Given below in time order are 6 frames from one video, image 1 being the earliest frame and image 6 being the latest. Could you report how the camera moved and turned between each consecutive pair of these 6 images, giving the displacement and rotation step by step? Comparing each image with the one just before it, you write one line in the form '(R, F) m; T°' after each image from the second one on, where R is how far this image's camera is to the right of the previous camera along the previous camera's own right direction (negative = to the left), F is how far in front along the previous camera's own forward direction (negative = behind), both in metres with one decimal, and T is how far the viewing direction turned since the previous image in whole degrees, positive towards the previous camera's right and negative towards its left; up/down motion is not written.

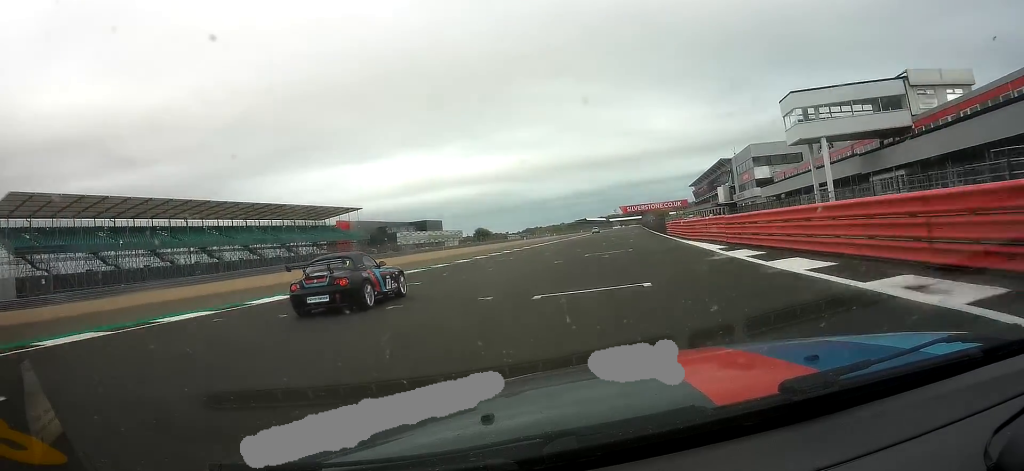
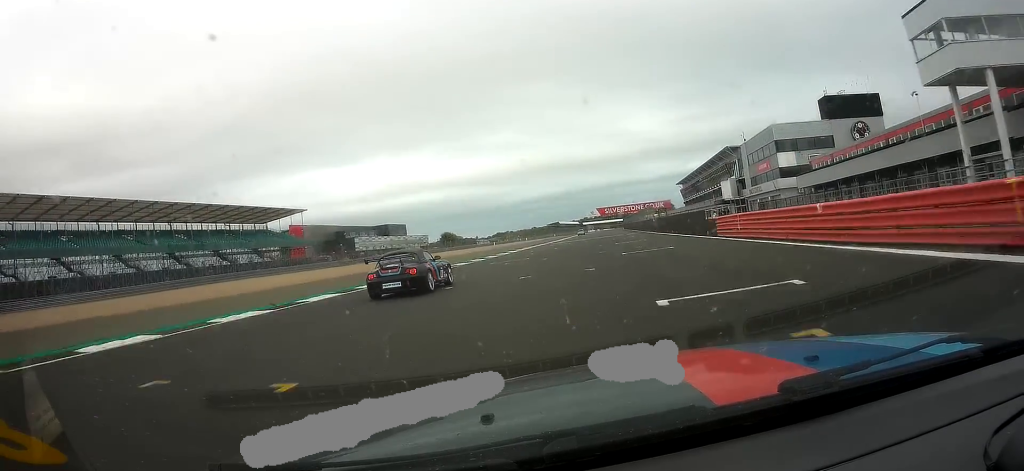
(+0.5, +18.9) m; +3°
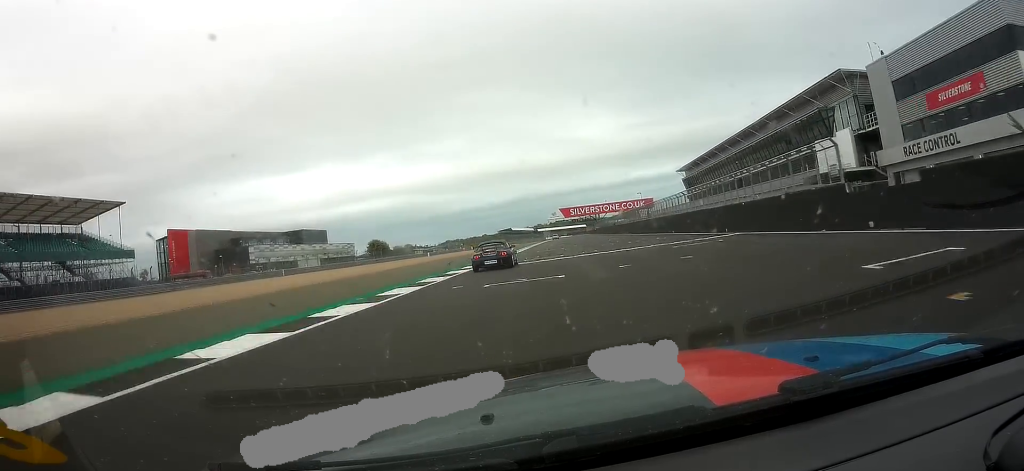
(+2.6, +48.9) m; +4°
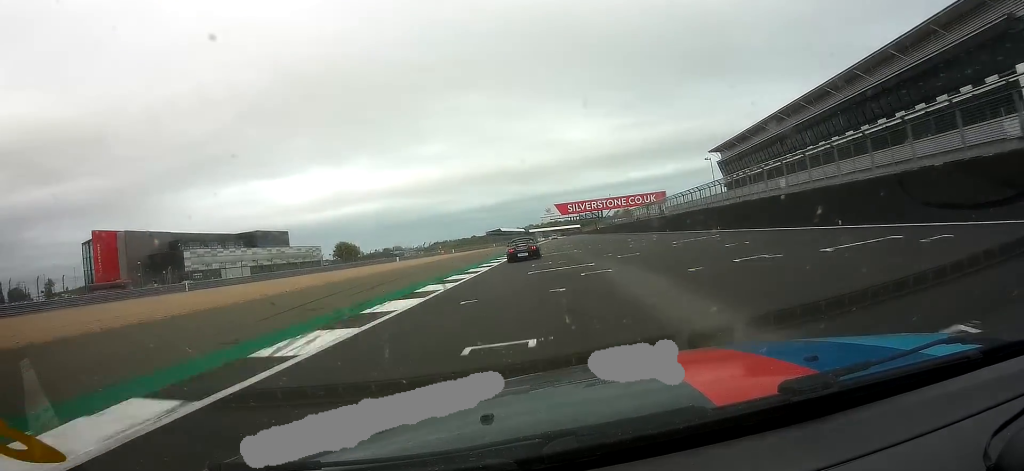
(+0.4, +28.9) m; +1°
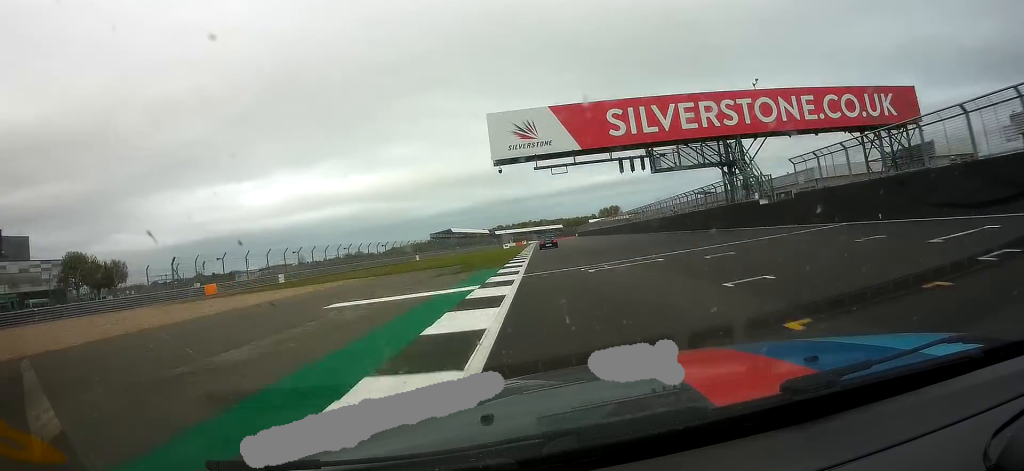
(+1.6, +115.7) m; +2°
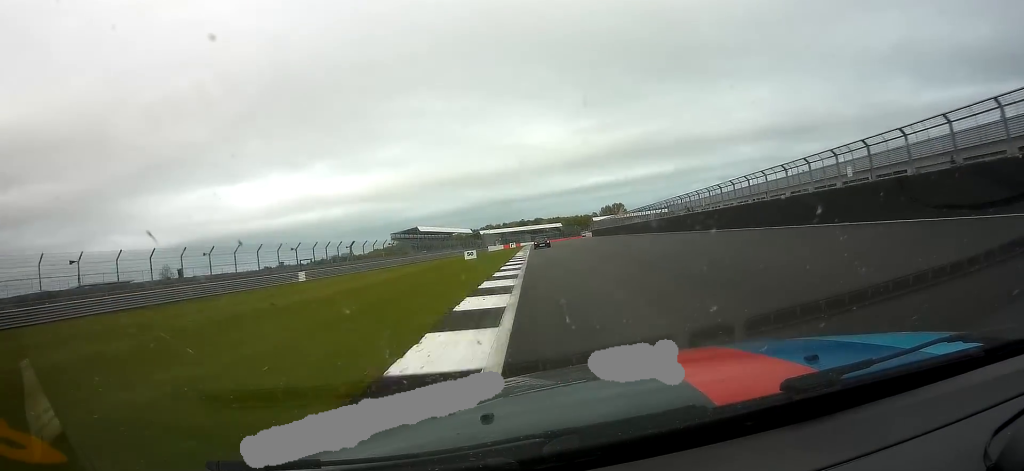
(+1.1, +60.7) m; +1°
